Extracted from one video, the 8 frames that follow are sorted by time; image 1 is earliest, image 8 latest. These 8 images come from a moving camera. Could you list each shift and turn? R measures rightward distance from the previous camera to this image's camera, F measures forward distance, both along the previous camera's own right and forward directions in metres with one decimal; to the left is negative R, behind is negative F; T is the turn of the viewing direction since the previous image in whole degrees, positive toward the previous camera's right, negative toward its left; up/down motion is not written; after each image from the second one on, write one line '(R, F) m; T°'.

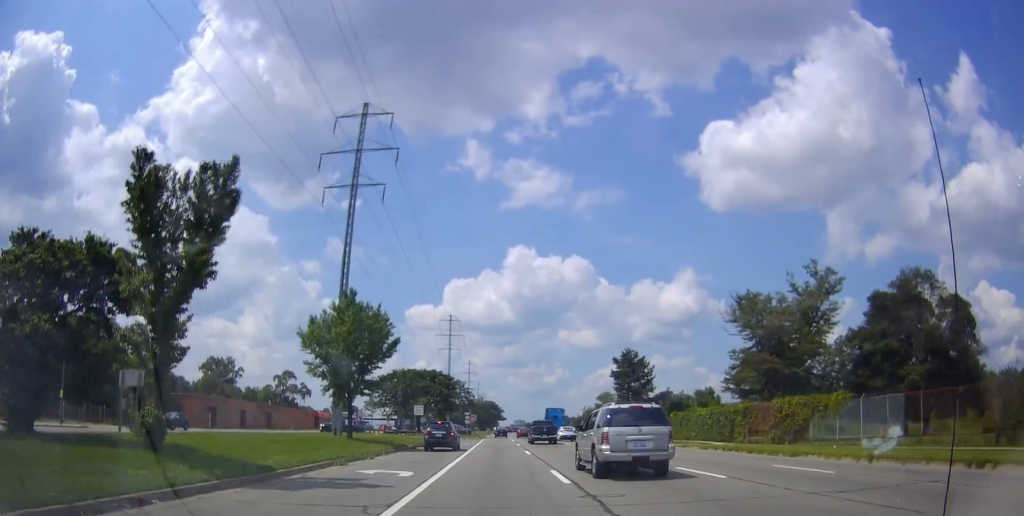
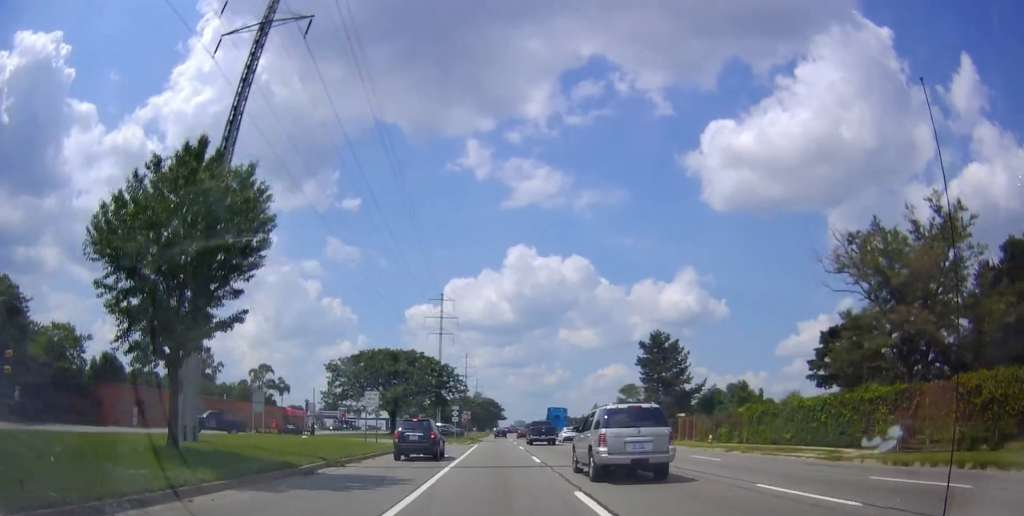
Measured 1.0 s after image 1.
(0.0, +20.7) m; +1°
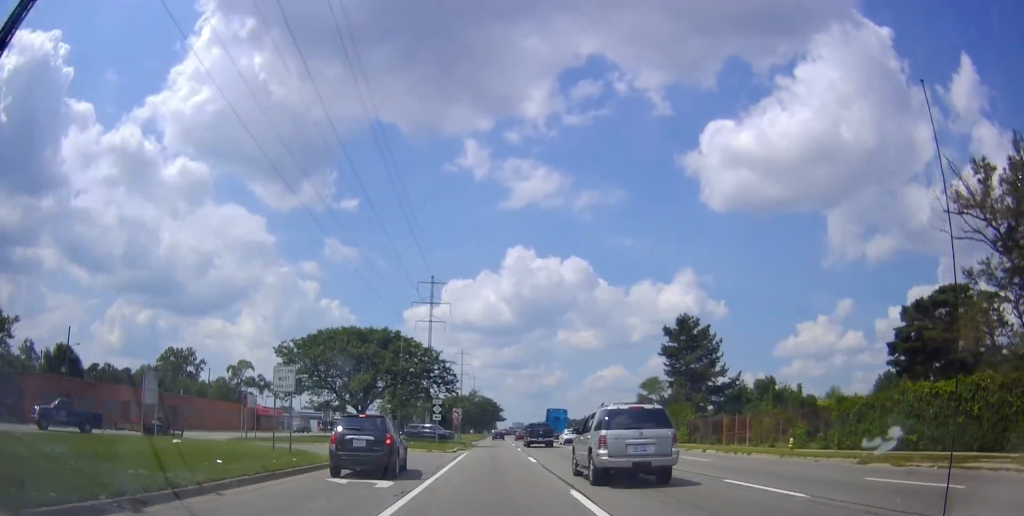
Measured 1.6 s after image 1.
(+0.2, +14.3) m; +1°
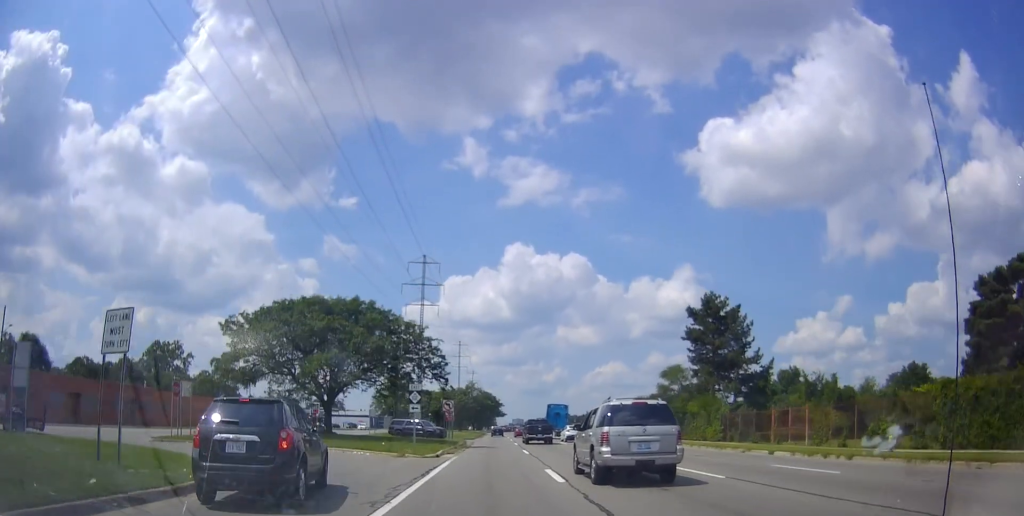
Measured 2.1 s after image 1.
(0.0, +10.1) m; -1°
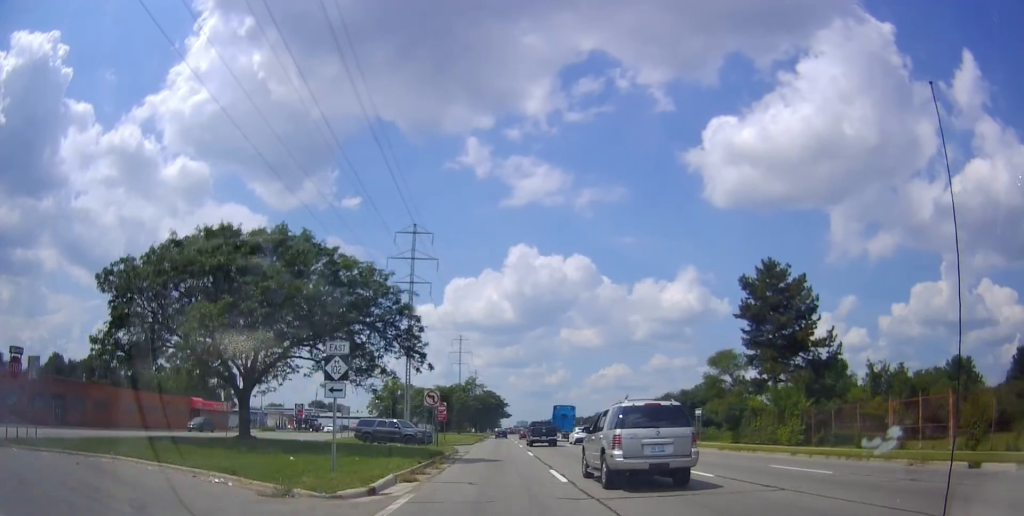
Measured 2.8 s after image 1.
(-0.1, +14.4) m; -1°
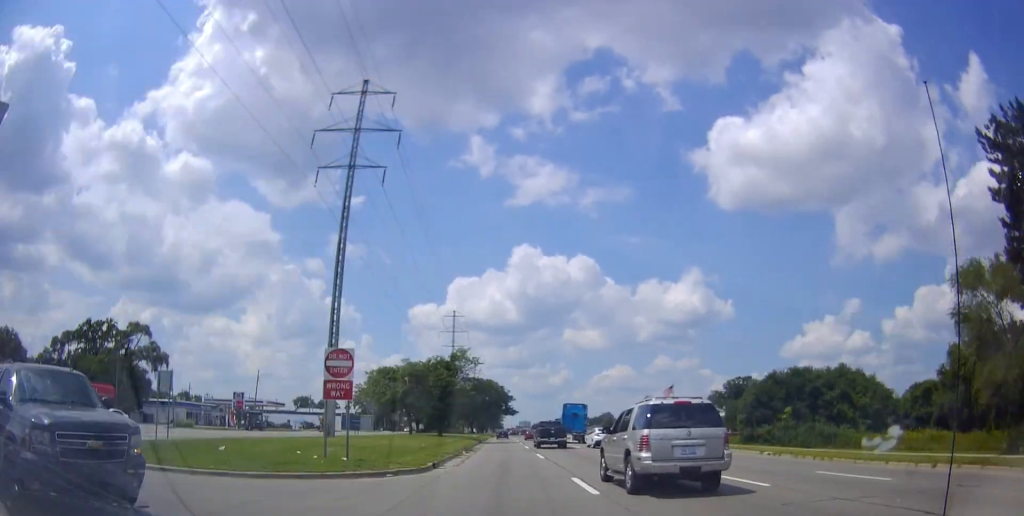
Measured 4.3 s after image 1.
(-0.6, +33.1) m; -1°
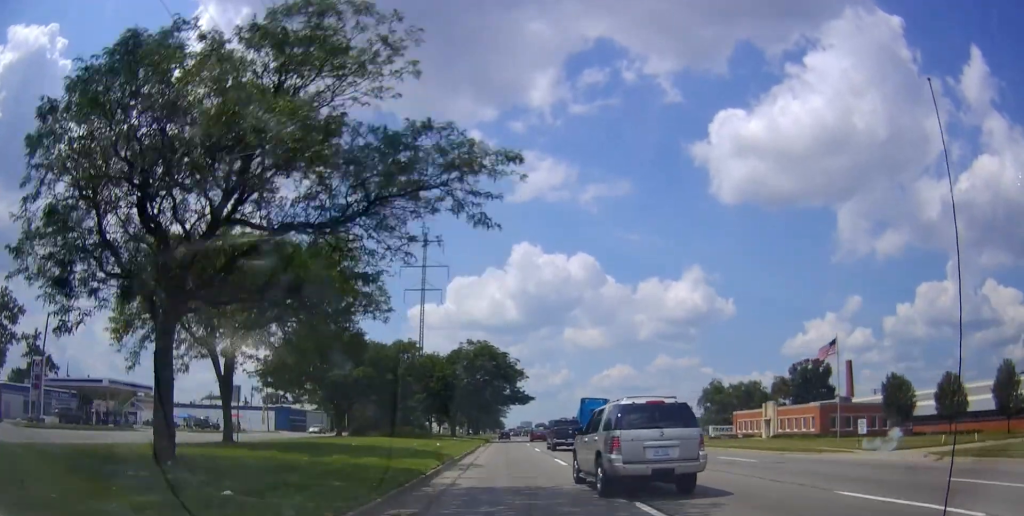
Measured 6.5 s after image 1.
(0.0, +50.8) m; 0°
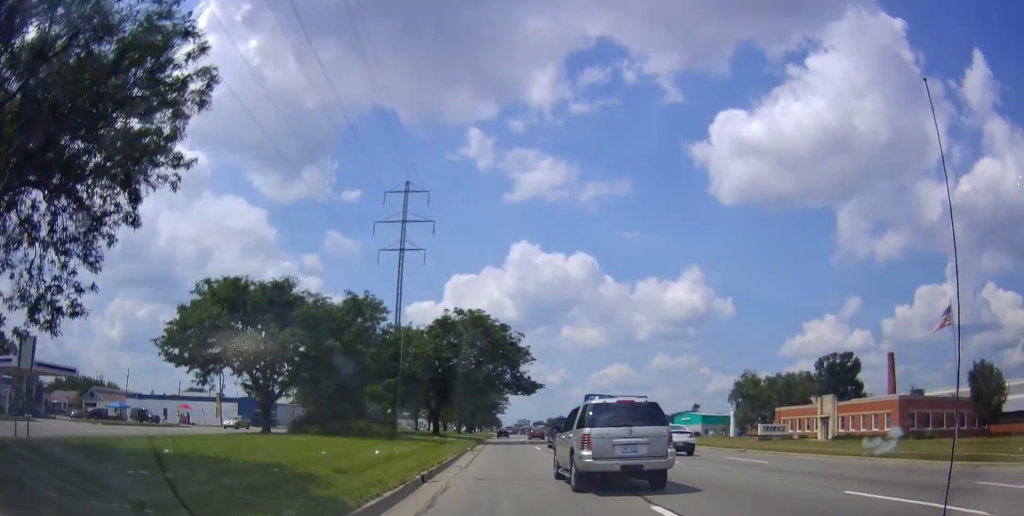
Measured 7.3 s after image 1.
(0.0, +16.4) m; +1°
